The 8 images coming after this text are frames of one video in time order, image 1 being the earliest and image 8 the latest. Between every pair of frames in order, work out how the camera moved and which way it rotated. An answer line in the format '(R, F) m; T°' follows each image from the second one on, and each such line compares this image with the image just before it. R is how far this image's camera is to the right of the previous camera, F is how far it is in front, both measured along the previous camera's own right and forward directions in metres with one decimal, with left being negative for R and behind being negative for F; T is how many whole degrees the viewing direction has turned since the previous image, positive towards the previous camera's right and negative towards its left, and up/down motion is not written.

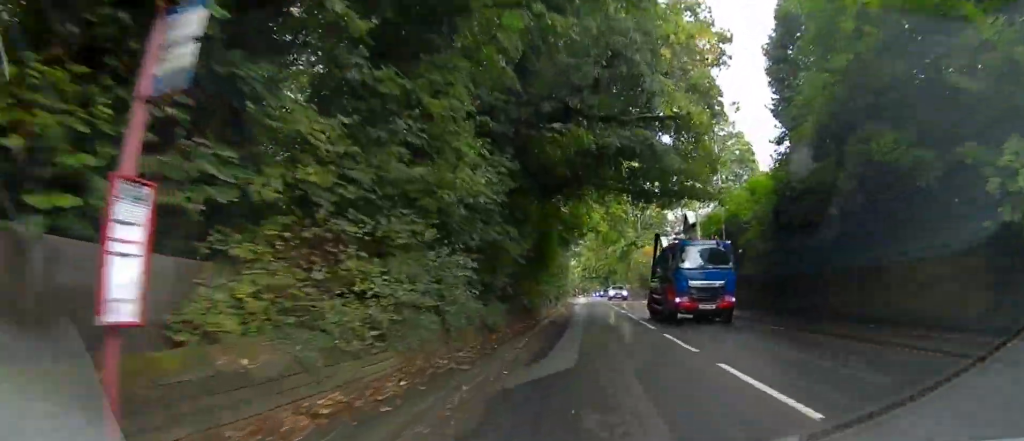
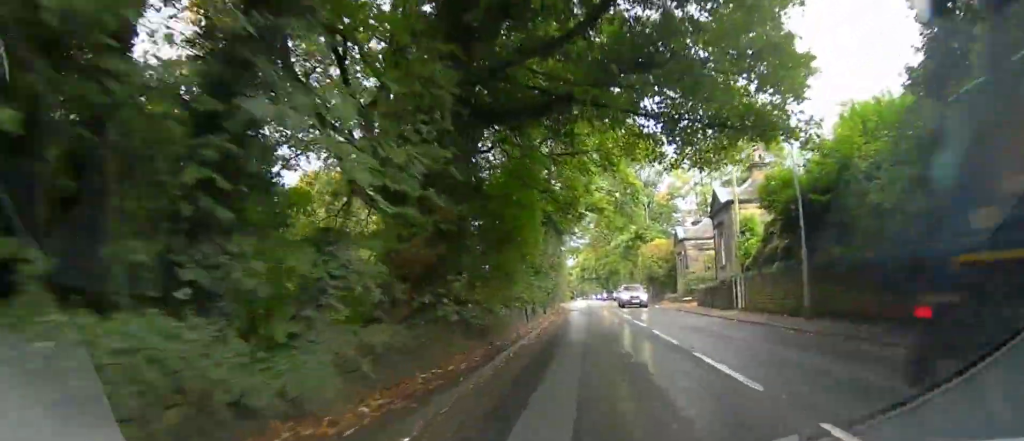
(-0.2, +10.4) m; 0°
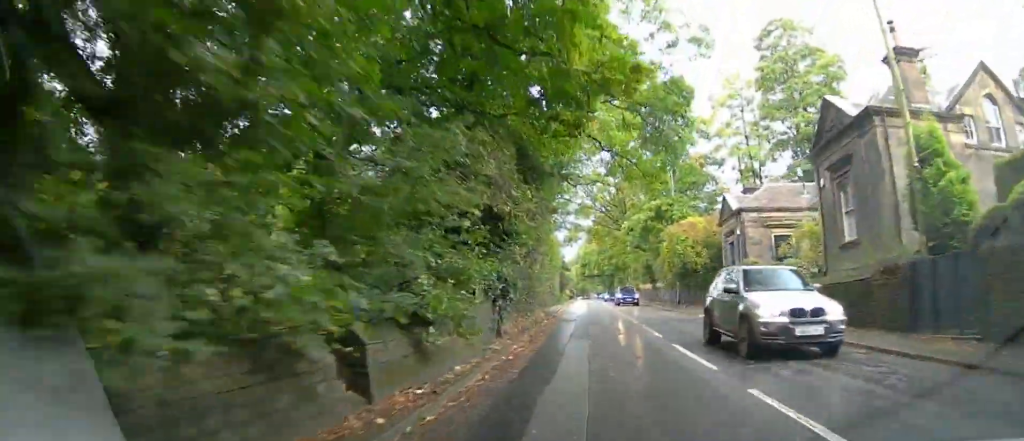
(+0.3, +15.4) m; 0°
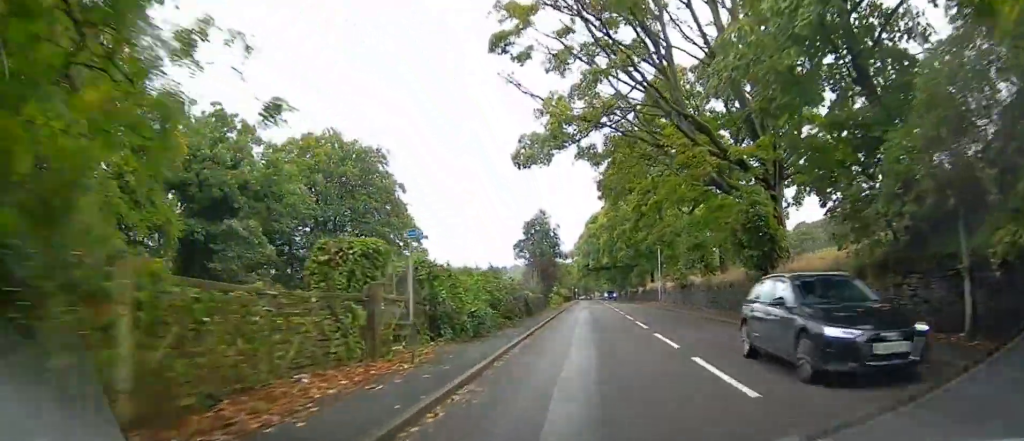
(+0.9, +31.8) m; +3°
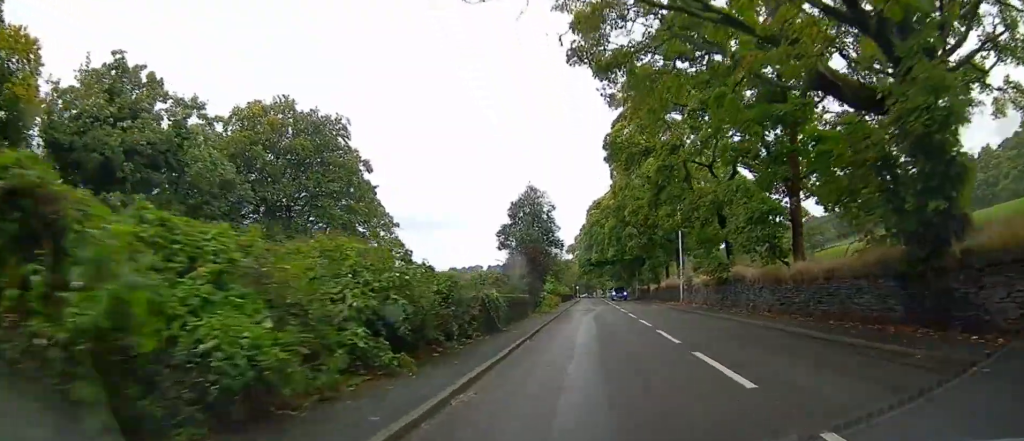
(-0.4, +11.4) m; +1°
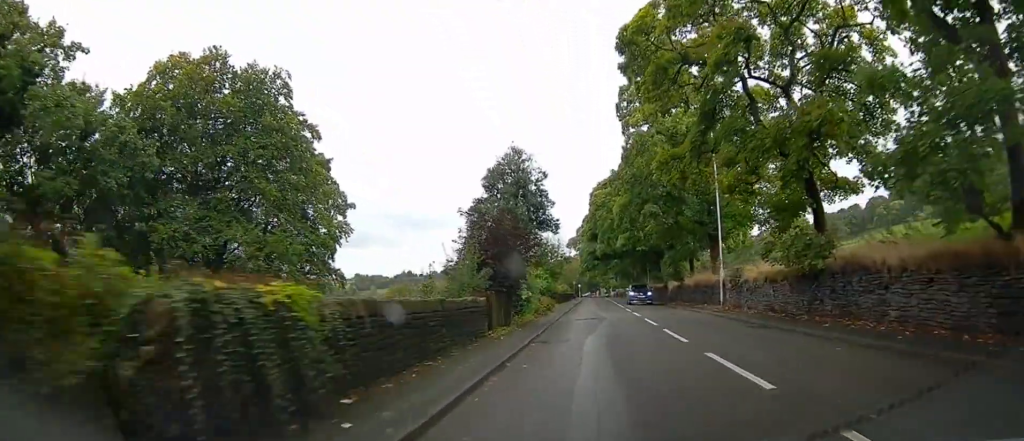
(+0.3, +11.7) m; -2°
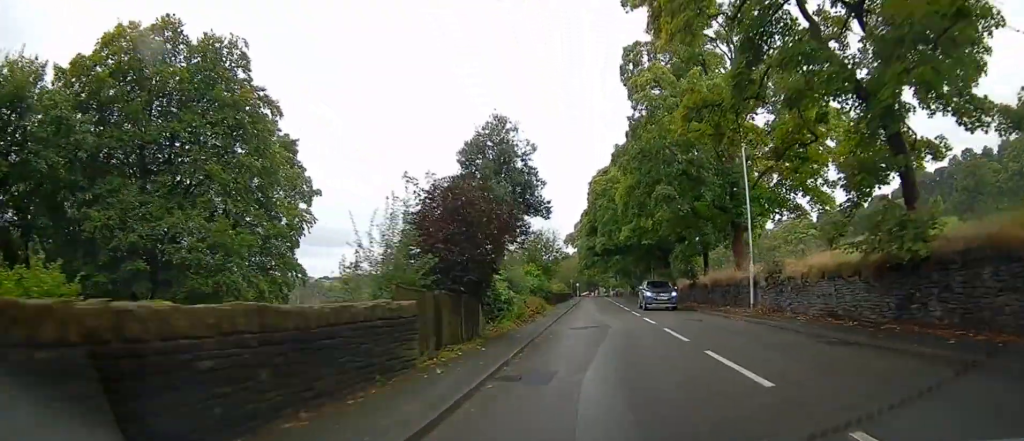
(+0.3, +6.1) m; -1°
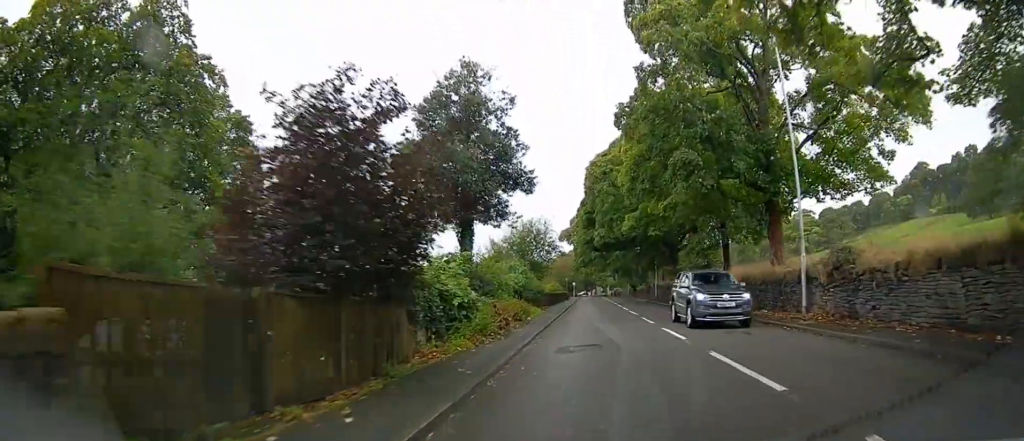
(-0.7, +6.7) m; -1°
